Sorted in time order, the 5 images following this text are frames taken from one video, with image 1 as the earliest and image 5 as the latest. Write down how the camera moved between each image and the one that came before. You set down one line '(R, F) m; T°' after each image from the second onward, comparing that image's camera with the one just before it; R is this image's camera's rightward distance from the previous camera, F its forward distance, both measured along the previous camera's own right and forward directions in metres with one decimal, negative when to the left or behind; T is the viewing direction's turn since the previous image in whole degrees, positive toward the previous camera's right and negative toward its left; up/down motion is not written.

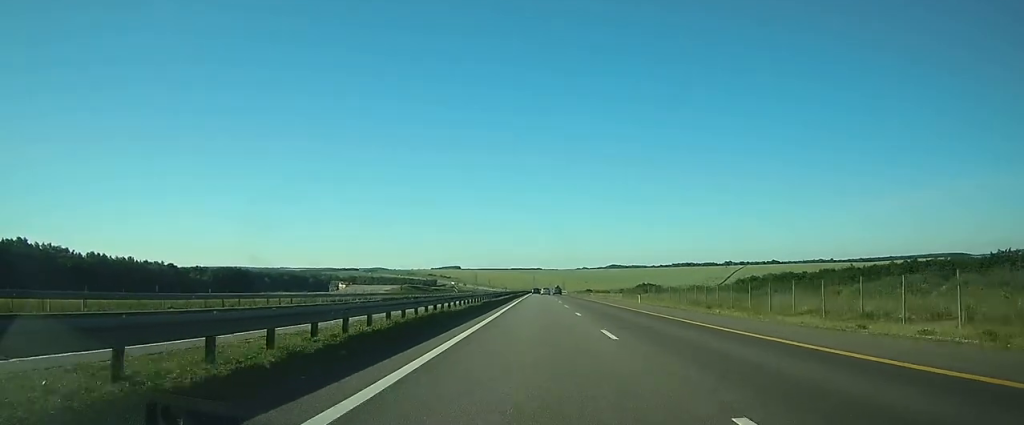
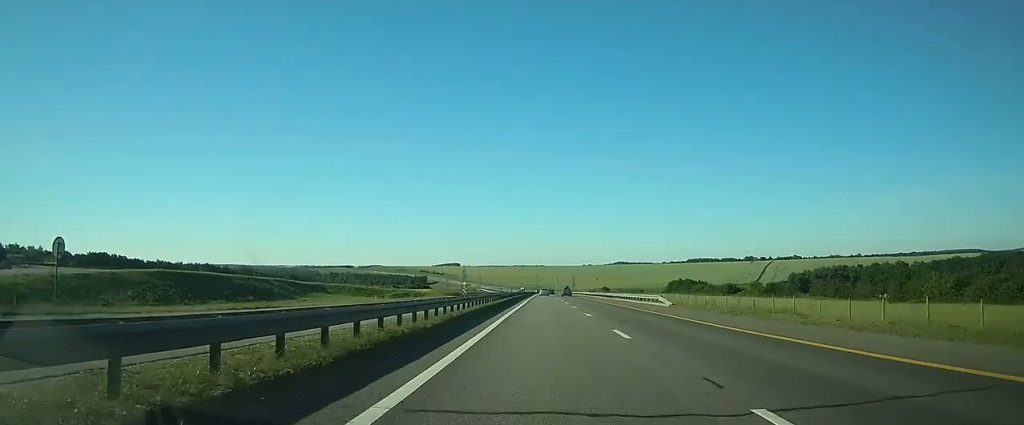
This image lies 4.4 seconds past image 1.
(-0.2, +145.3) m; 0°
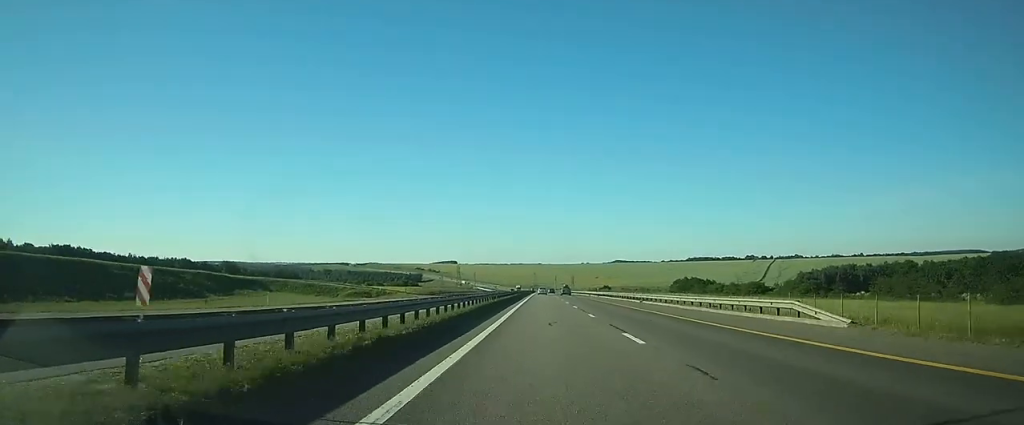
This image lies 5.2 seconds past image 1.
(0.0, +25.8) m; 0°
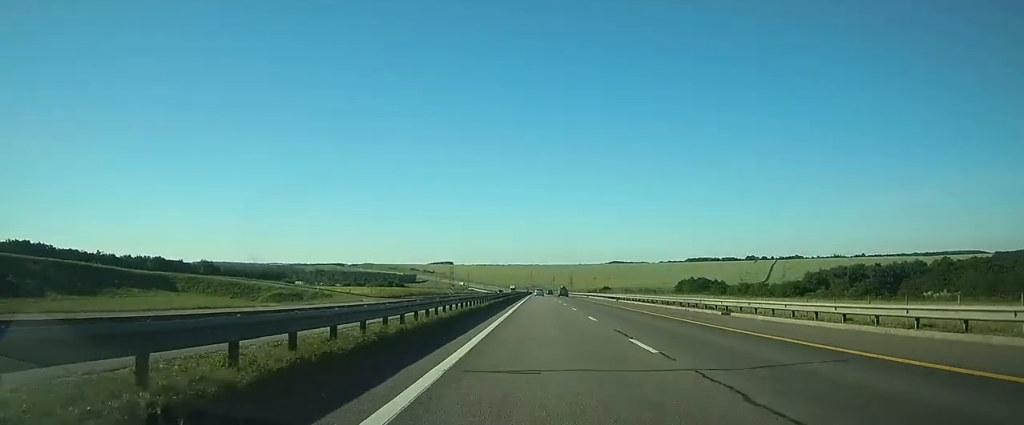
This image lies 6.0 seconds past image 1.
(0.0, +25.7) m; 0°
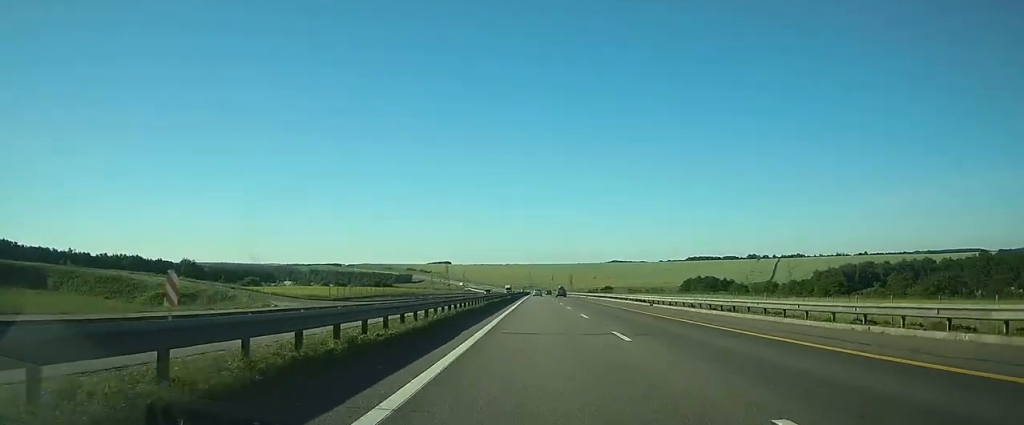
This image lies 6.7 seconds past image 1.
(0.0, +21.4) m; 0°
